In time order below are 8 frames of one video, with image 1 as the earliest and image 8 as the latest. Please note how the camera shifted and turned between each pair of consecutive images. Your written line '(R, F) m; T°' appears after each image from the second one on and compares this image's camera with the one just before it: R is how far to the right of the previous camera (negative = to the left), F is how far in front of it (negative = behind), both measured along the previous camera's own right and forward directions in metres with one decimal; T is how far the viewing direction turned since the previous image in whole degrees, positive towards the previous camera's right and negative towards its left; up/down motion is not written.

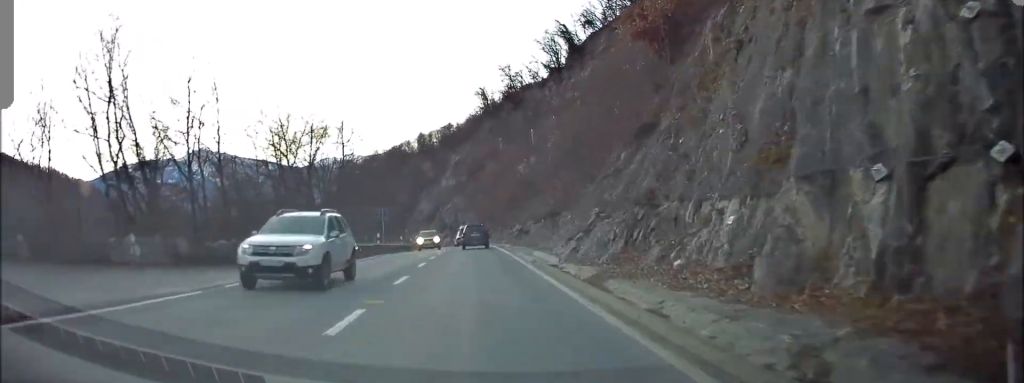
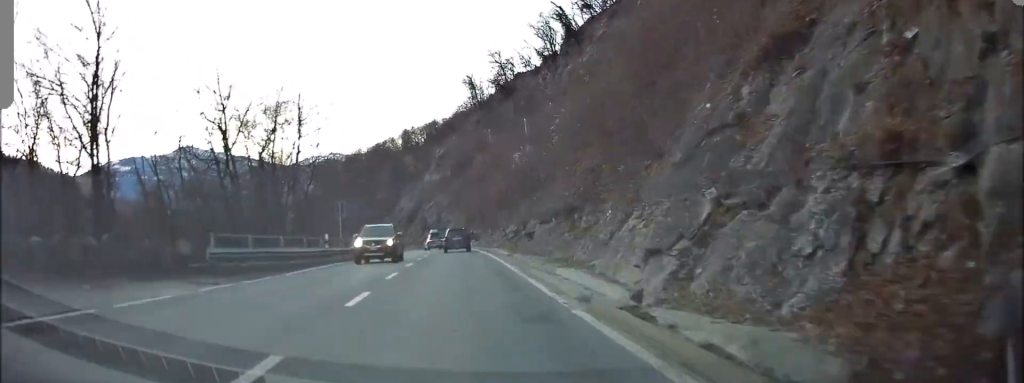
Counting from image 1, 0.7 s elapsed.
(+0.4, +9.4) m; +1°
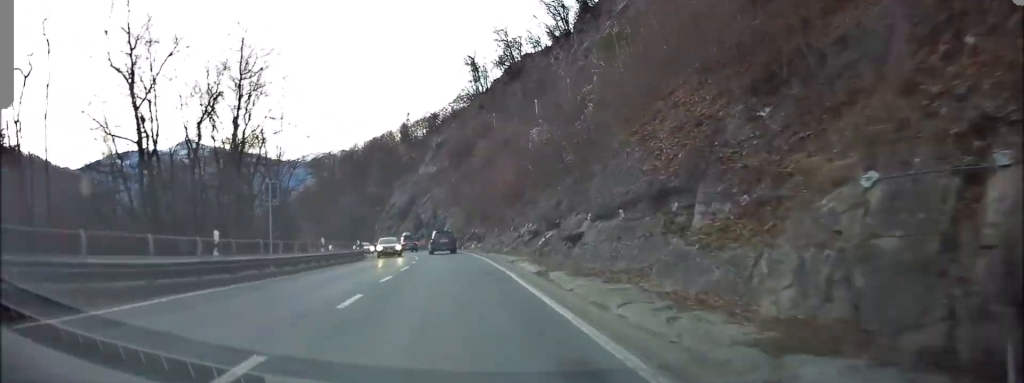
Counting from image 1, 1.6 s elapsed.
(-0.4, +11.8) m; 0°
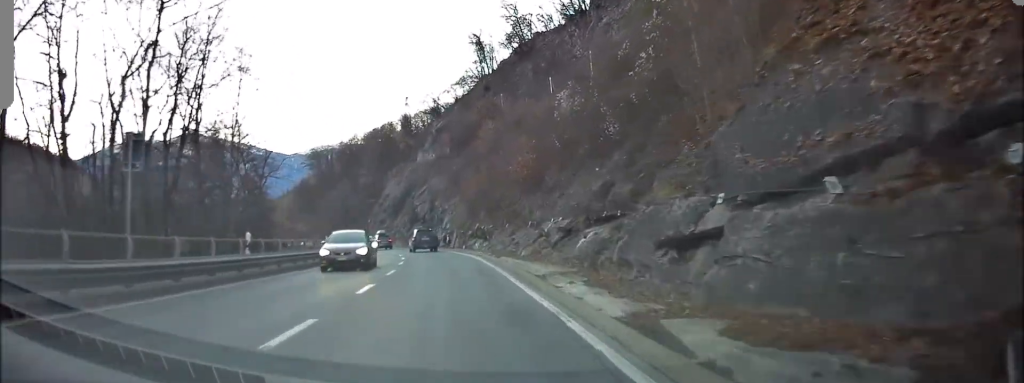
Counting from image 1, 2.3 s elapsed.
(+0.2, +9.5) m; +2°
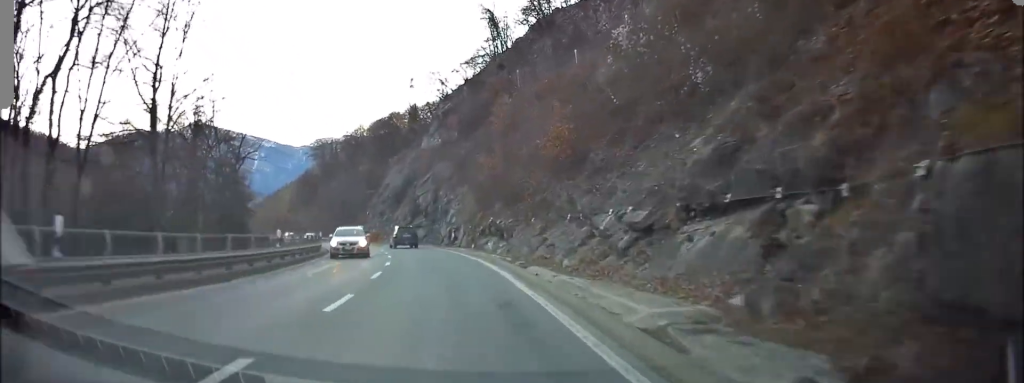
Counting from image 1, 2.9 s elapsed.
(+0.2, +8.6) m; +2°
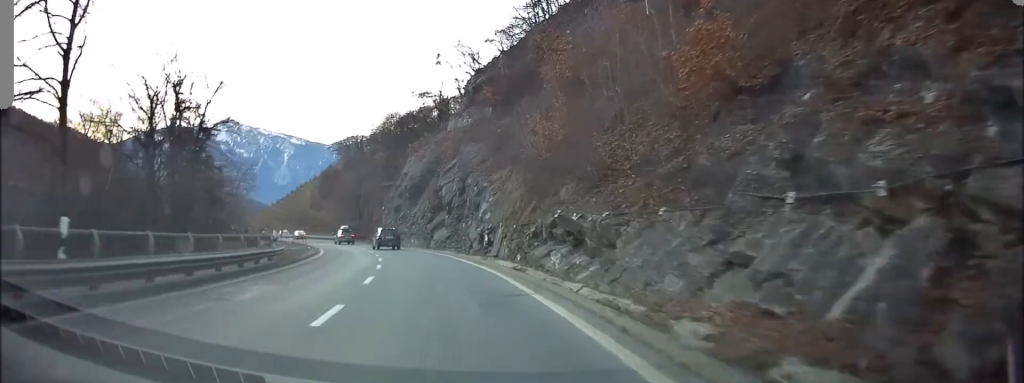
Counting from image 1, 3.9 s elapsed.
(+0.3, +13.1) m; +1°
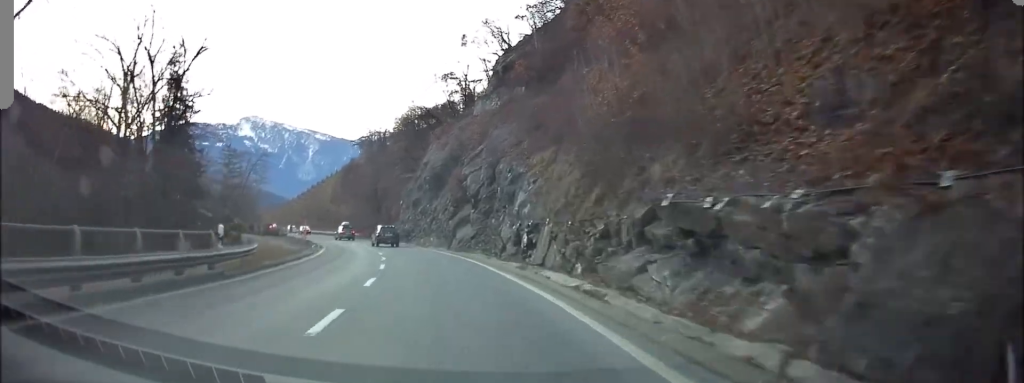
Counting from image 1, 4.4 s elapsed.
(0.0, +7.2) m; 0°
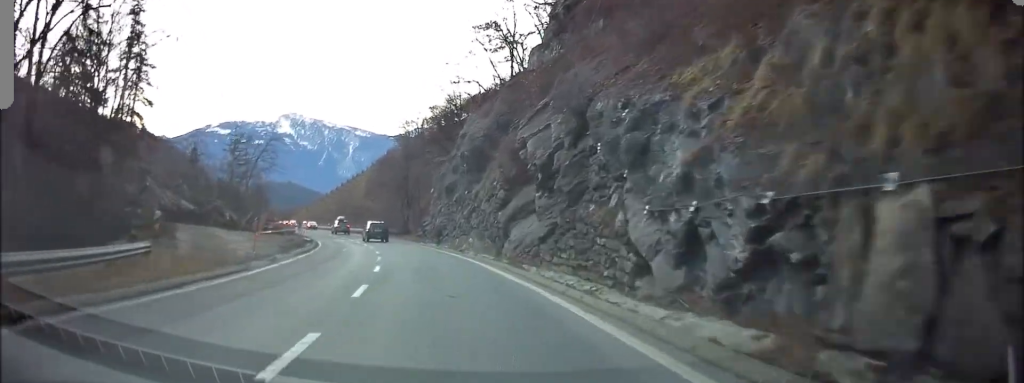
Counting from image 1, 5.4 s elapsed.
(-0.1, +13.9) m; 0°
